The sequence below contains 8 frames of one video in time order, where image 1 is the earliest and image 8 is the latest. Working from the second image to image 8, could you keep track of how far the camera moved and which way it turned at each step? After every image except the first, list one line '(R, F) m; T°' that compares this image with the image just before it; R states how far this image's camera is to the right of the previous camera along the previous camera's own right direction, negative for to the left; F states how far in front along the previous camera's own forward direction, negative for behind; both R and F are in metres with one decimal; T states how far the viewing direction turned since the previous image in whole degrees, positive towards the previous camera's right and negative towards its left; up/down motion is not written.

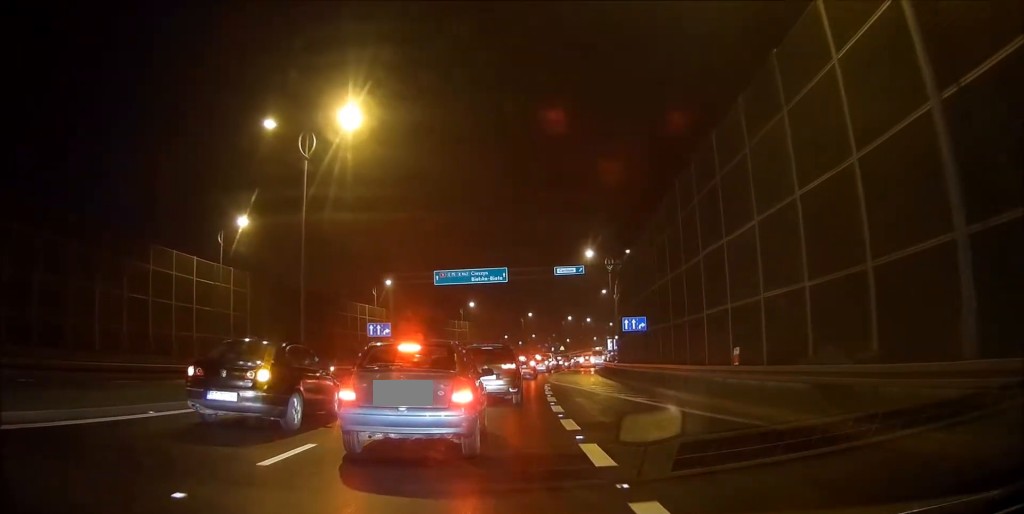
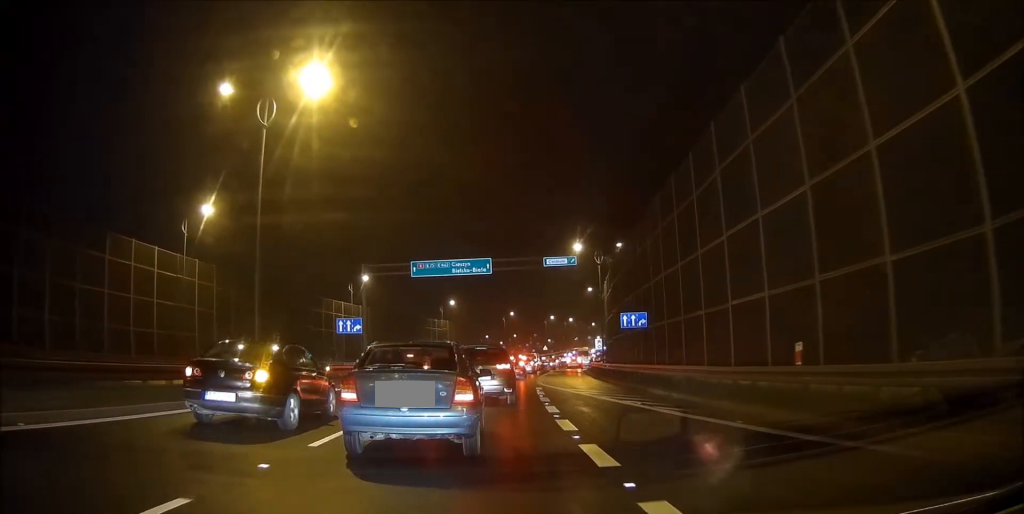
(0.0, +4.3) m; +1°
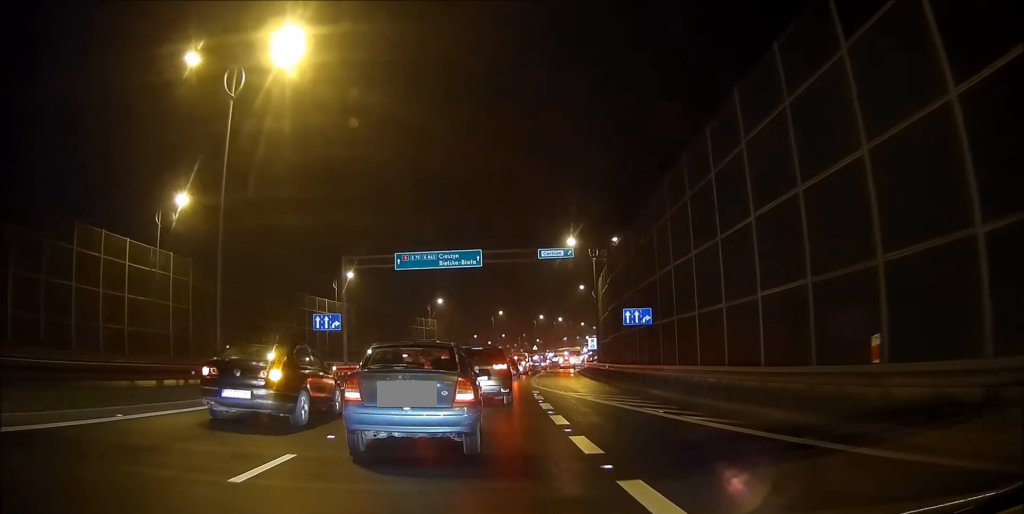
(0.0, +3.1) m; +3°
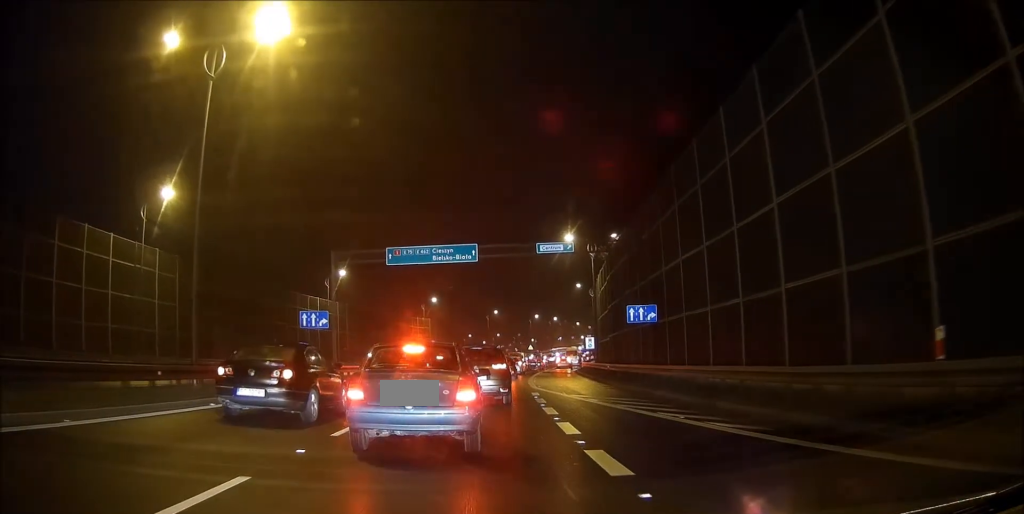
(+0.1, +2.0) m; +1°
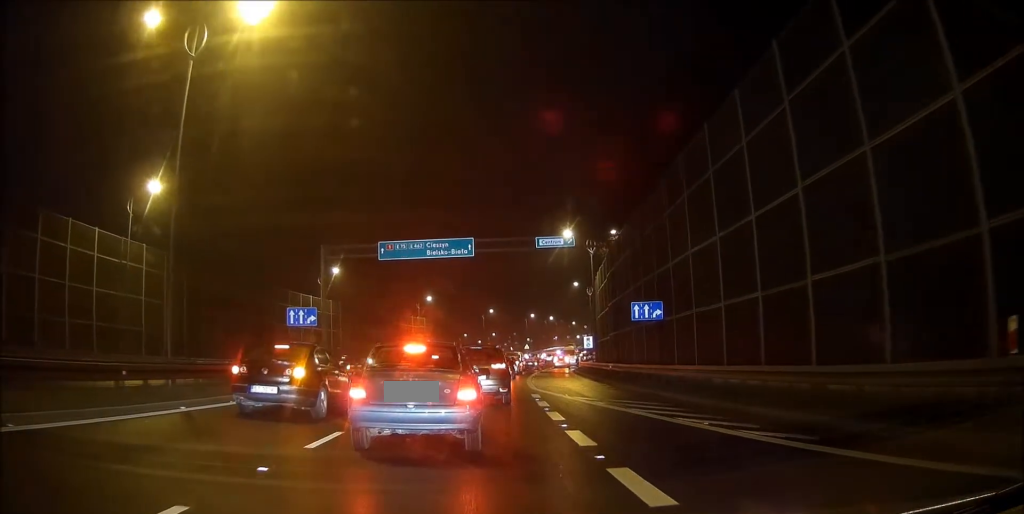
(+0.1, +1.8) m; +1°
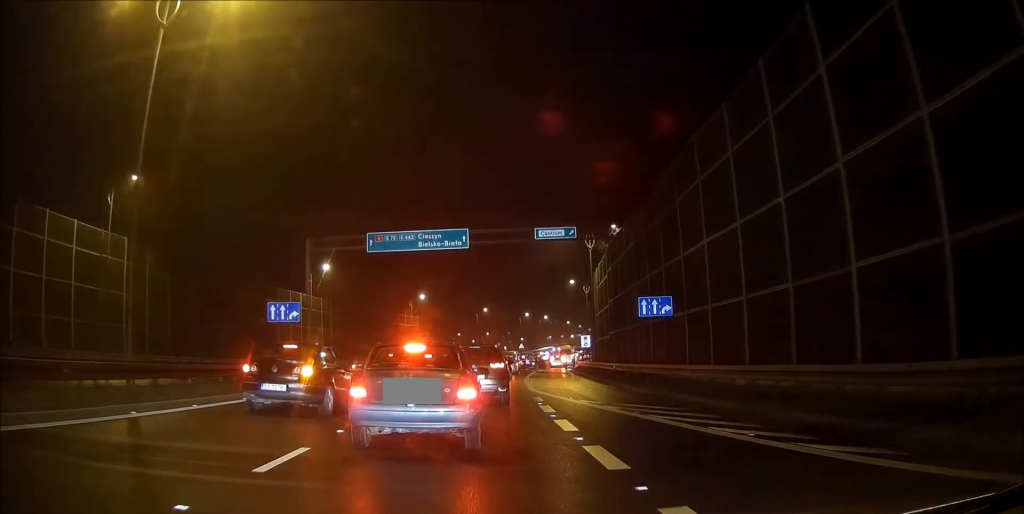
(0.0, +2.5) m; 0°
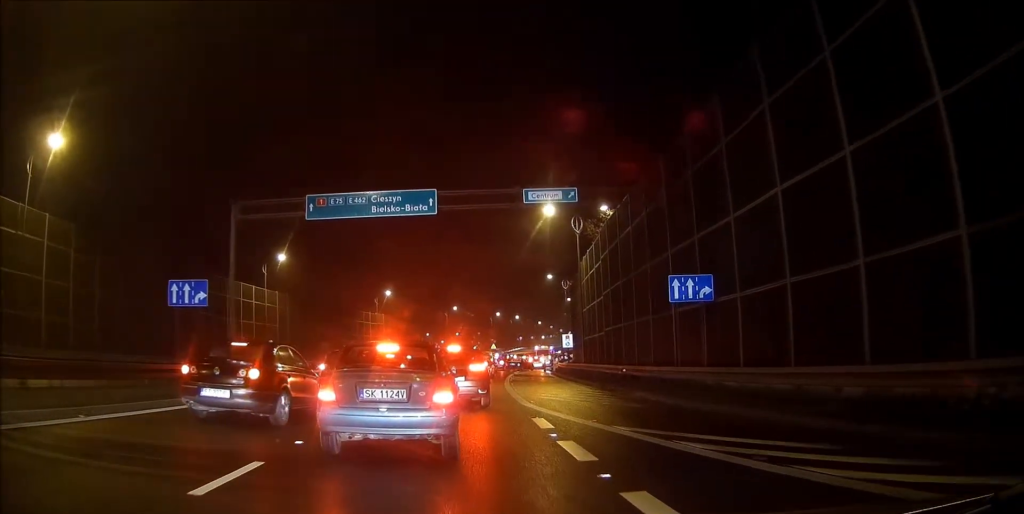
(-0.1, +8.3) m; -1°
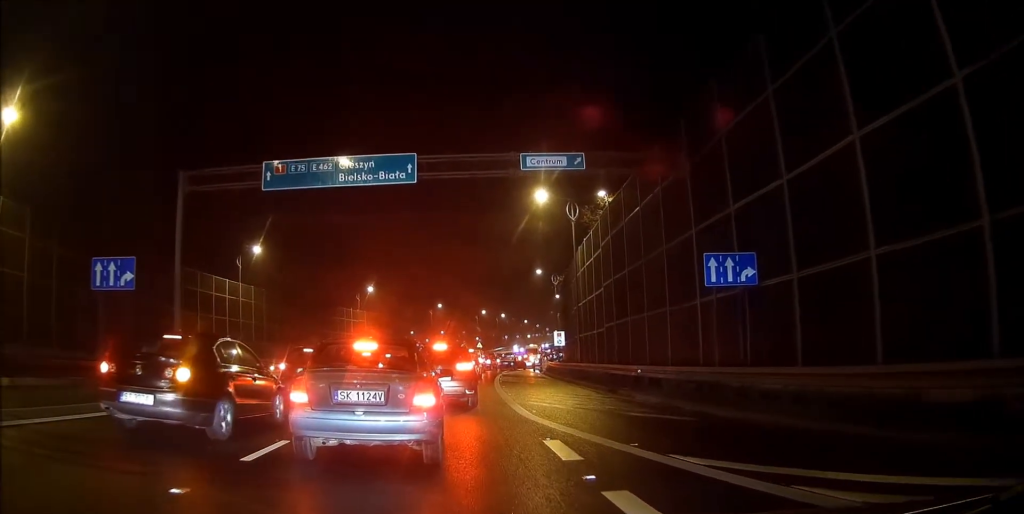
(0.0, +4.3) m; -1°
